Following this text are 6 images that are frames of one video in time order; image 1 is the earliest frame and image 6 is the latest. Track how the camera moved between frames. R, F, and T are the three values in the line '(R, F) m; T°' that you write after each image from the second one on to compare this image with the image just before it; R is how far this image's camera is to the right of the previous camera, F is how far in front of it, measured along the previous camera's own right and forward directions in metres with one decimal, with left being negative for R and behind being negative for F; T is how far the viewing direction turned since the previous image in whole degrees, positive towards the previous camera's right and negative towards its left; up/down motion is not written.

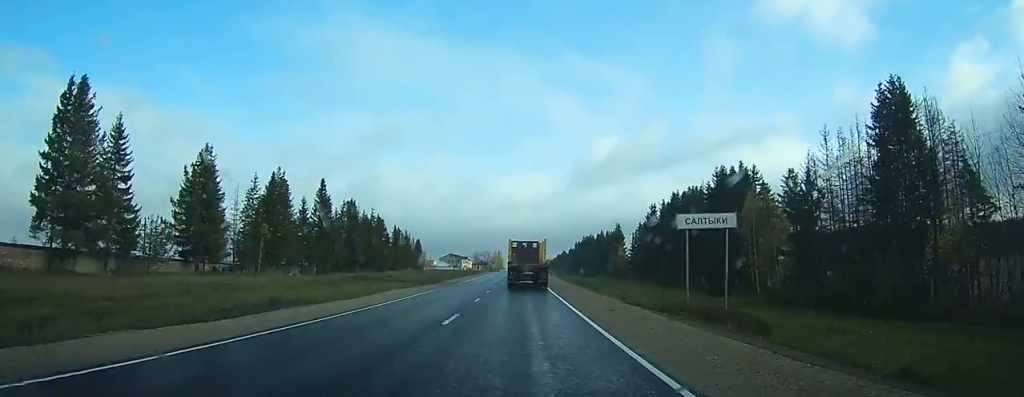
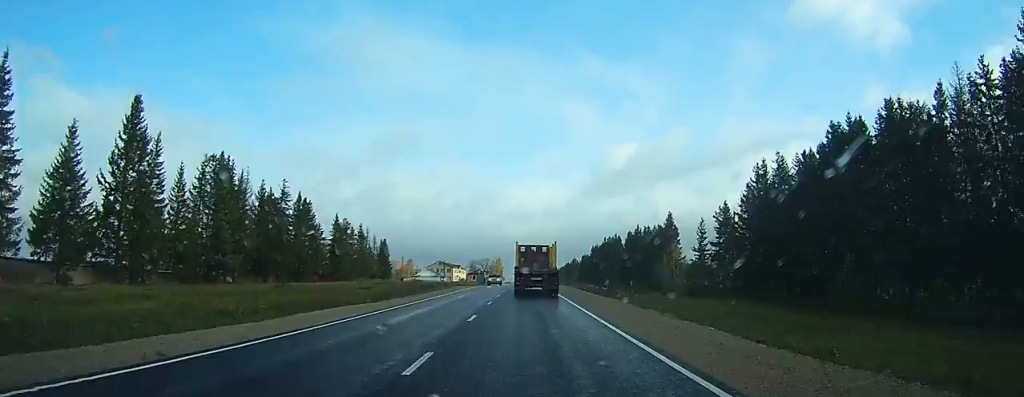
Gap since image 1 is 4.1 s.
(+0.4, +53.3) m; 0°
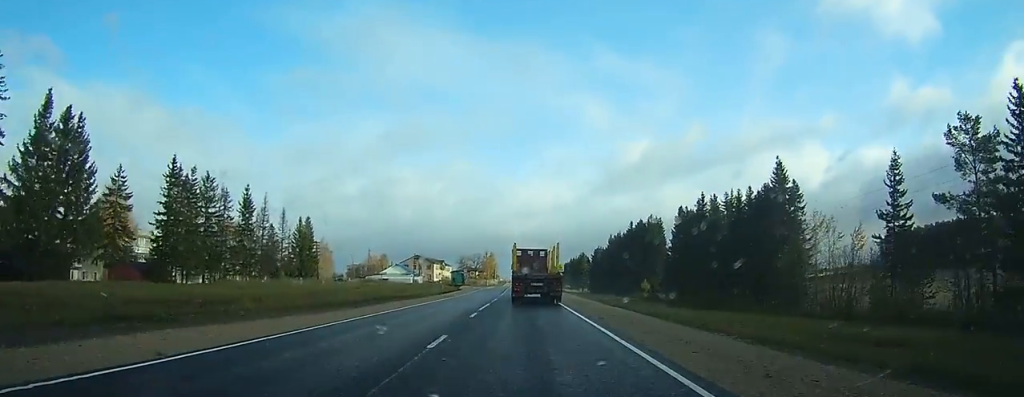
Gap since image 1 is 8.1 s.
(-0.8, +52.7) m; -1°
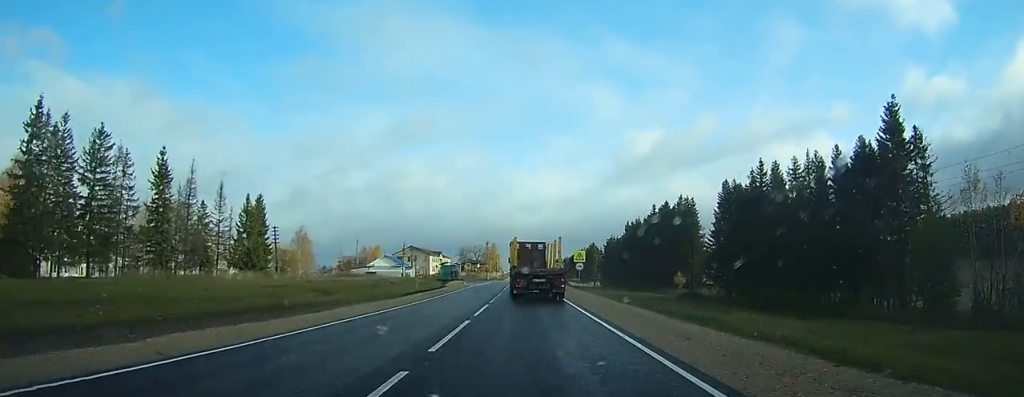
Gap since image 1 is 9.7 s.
(+0.1, +20.4) m; 0°
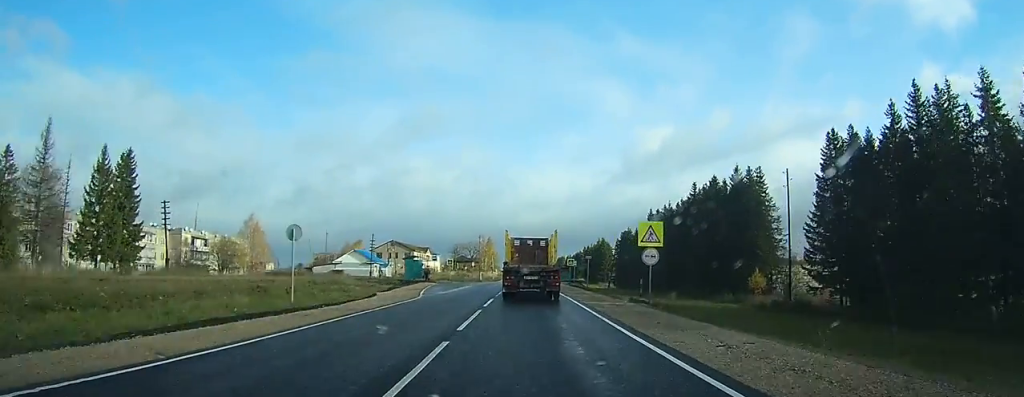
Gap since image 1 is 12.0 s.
(-0.3, +28.1) m; -1°
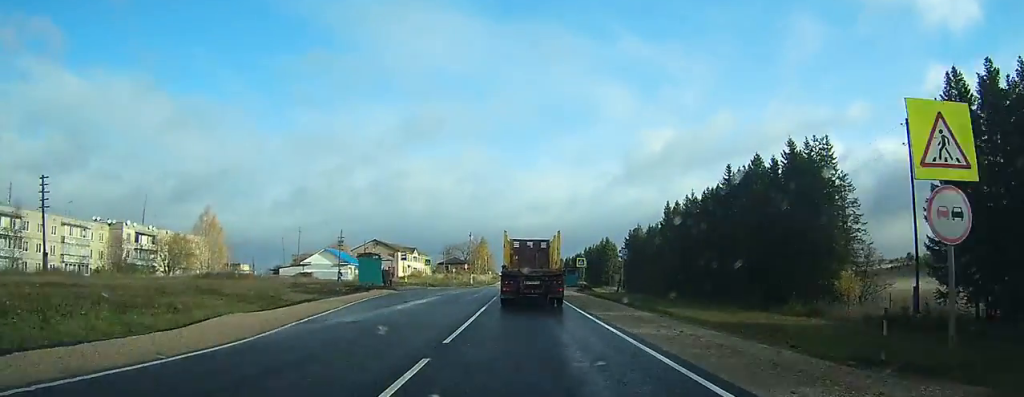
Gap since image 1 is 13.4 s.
(0.0, +17.0) m; 0°
